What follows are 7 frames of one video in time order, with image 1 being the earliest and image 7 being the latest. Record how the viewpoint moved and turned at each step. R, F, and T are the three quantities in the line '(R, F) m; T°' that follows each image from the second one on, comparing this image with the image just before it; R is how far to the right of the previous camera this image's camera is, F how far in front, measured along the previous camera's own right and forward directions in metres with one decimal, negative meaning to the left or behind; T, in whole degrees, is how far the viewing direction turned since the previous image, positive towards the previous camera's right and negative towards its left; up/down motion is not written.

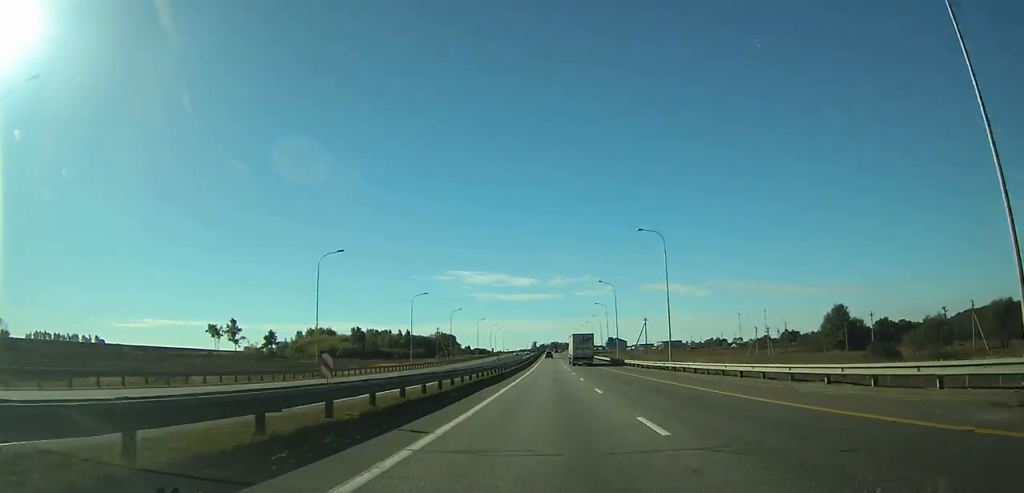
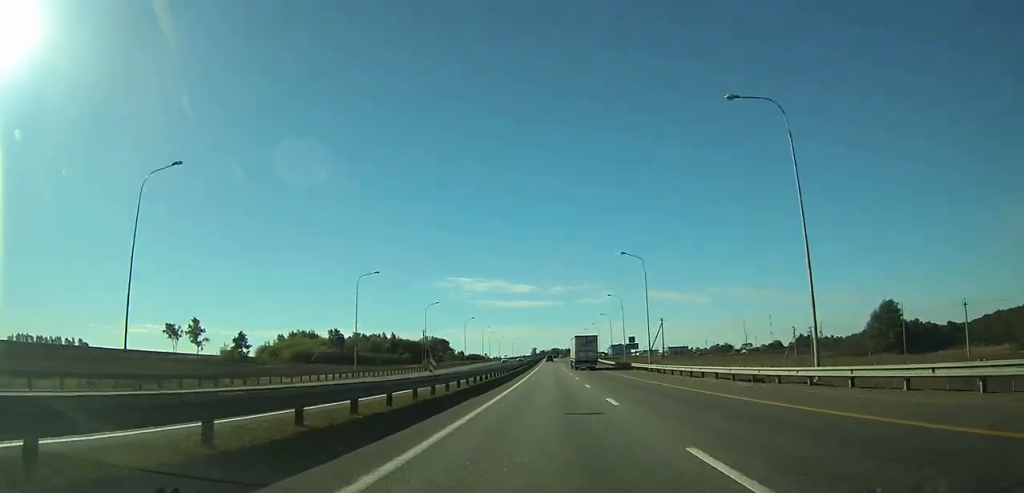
(0.0, +29.7) m; 0°
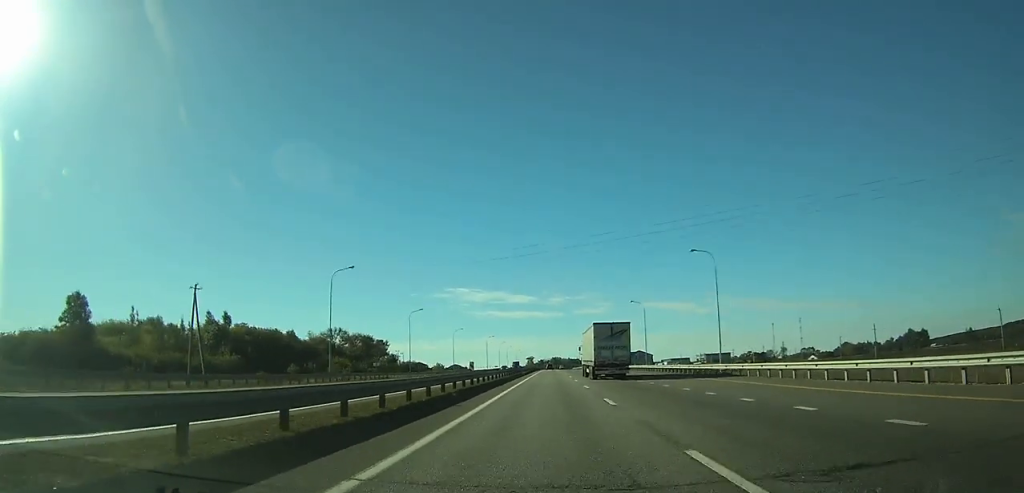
(+0.1, +149.9) m; 0°
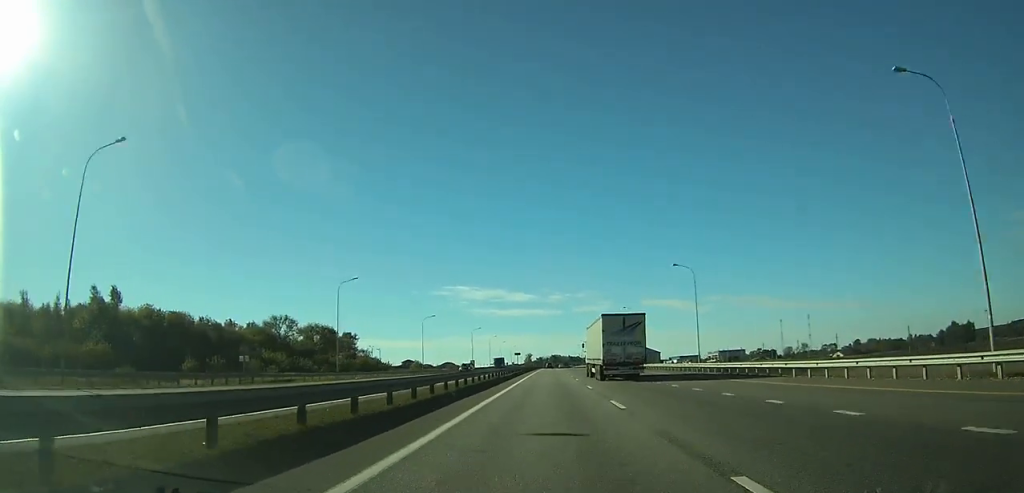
(-0.1, +38.9) m; 0°
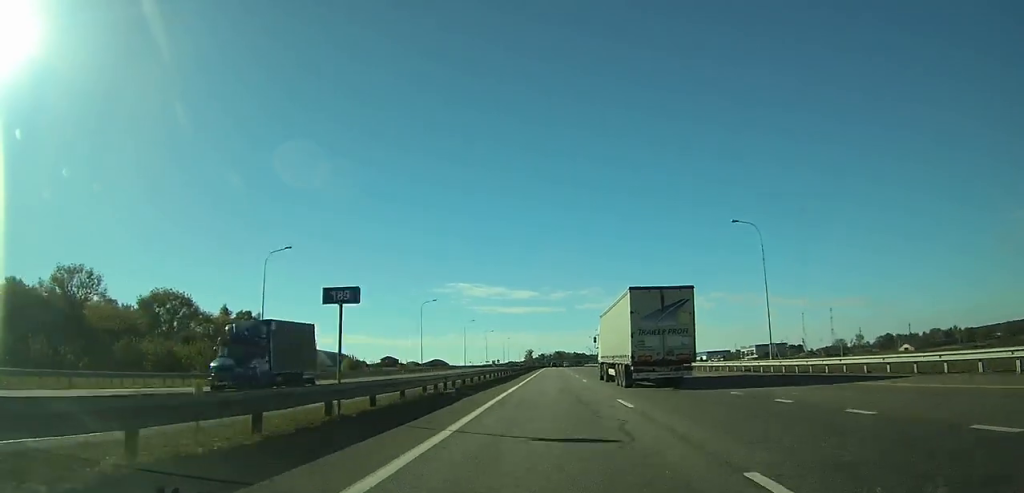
(-0.1, +72.9) m; 0°
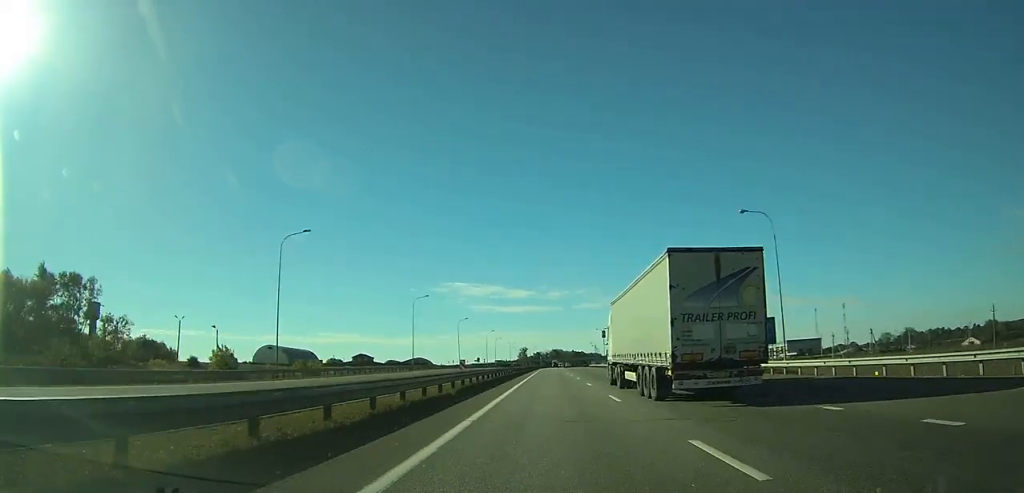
(0.0, +54.7) m; 0°
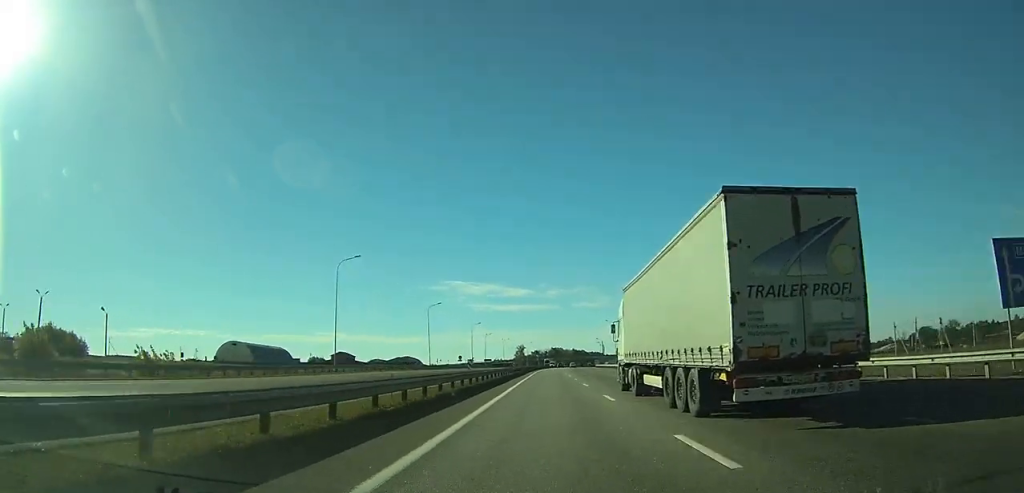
(0.0, +35.5) m; 0°
